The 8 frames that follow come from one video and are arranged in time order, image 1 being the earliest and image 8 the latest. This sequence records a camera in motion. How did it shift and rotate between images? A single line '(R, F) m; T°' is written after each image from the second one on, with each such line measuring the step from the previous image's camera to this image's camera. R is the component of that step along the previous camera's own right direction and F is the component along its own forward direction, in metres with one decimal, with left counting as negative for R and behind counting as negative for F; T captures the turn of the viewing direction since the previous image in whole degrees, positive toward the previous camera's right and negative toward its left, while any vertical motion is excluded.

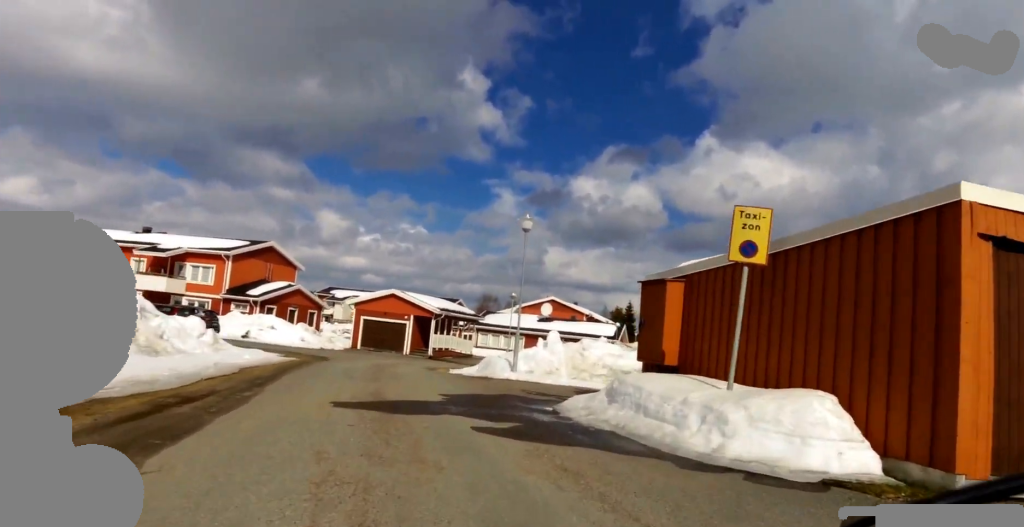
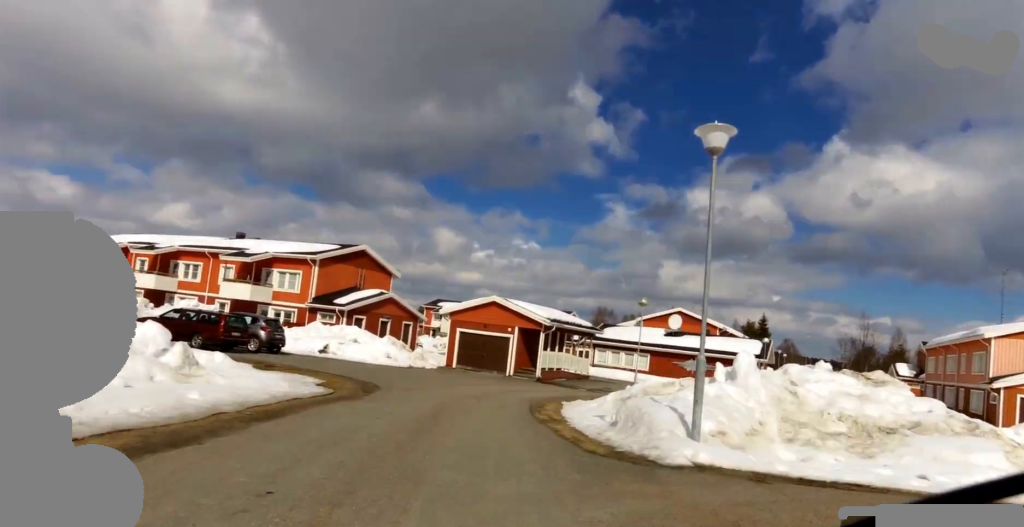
(-1.0, +6.8) m; -7°
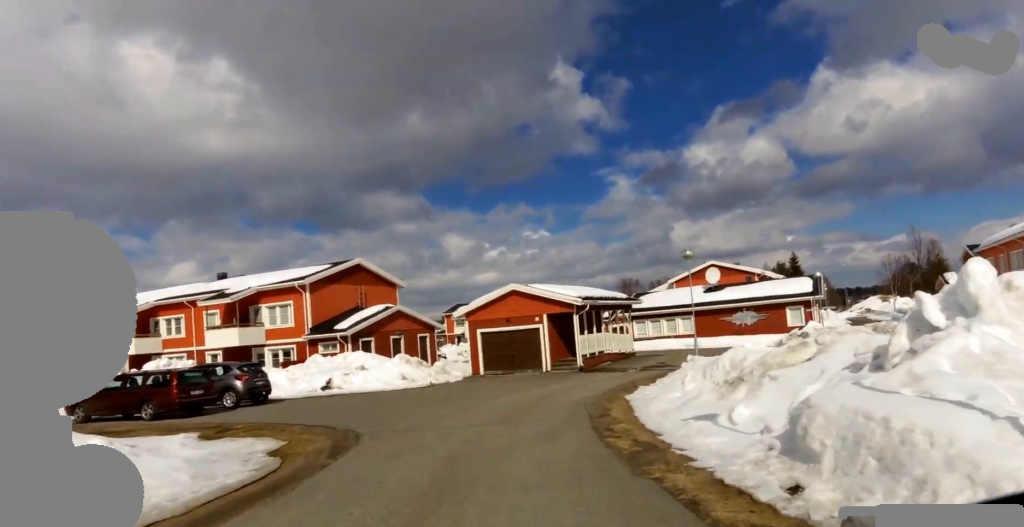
(-0.1, +4.6) m; +3°
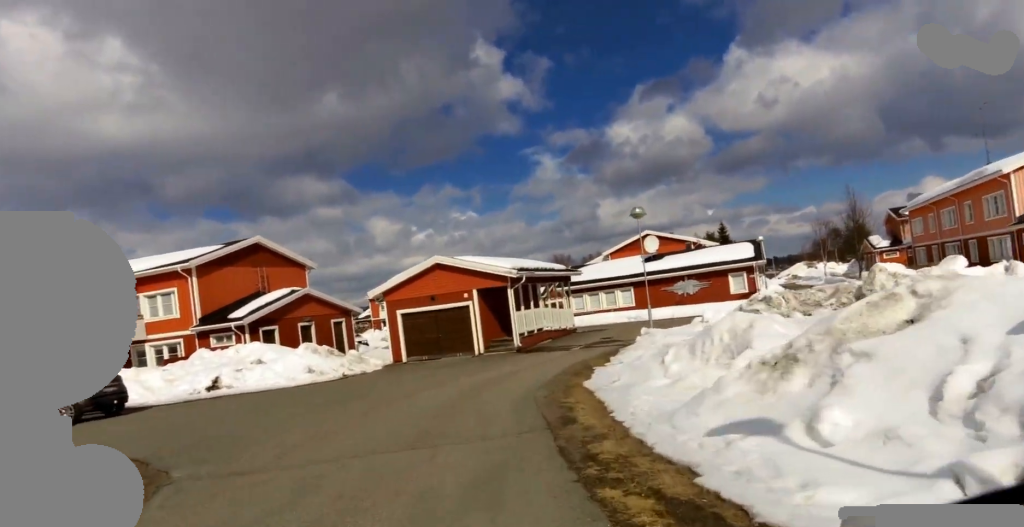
(+0.2, +3.5) m; +3°
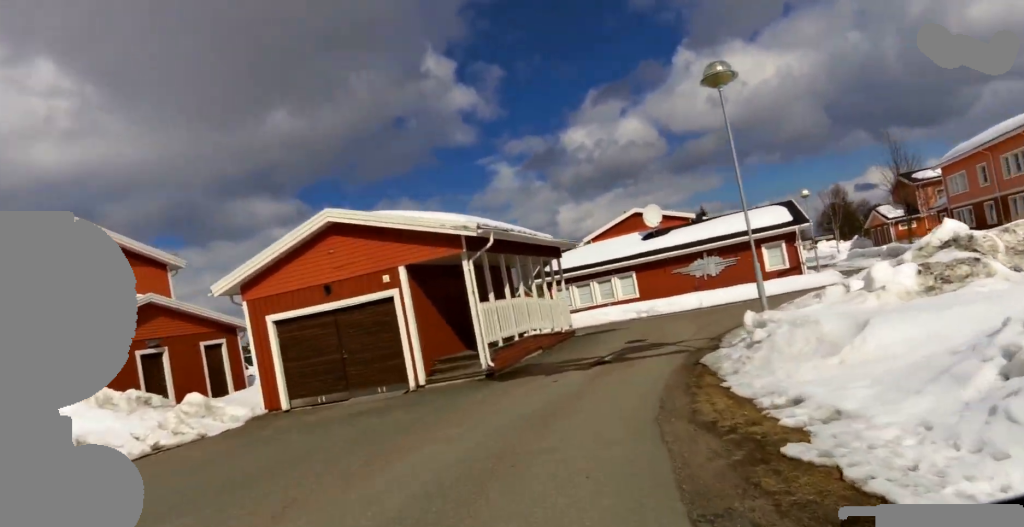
(+0.6, +10.4) m; +8°
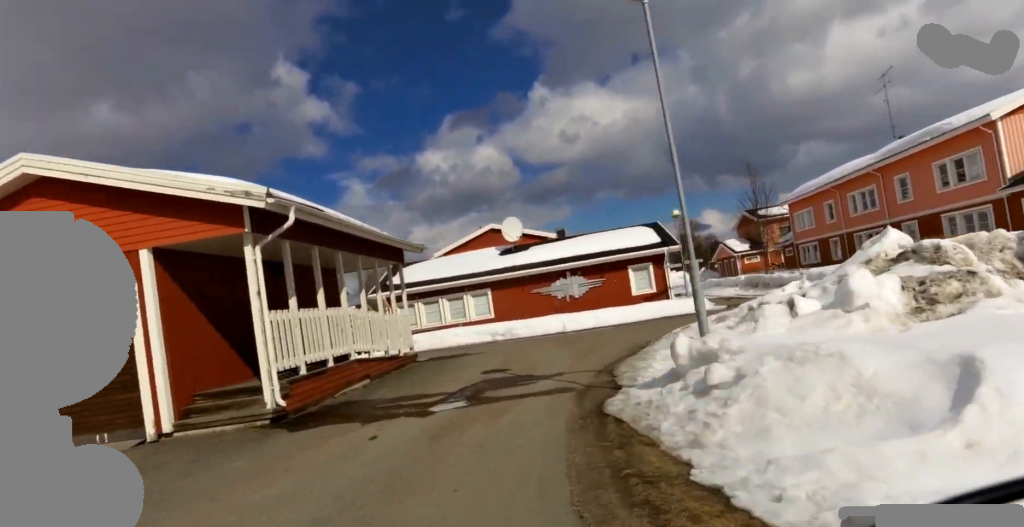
(+0.3, +3.5) m; +4°
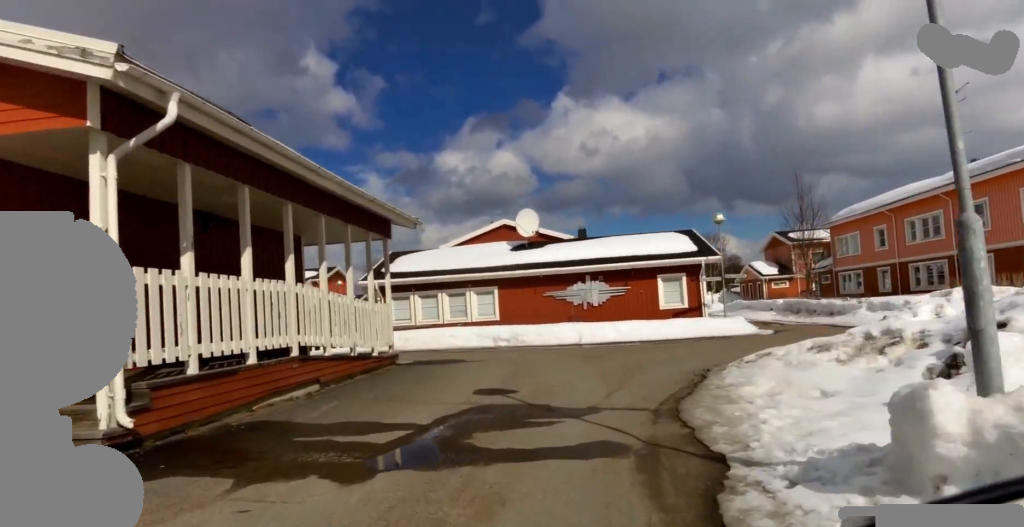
(+0.1, +3.3) m; +1°
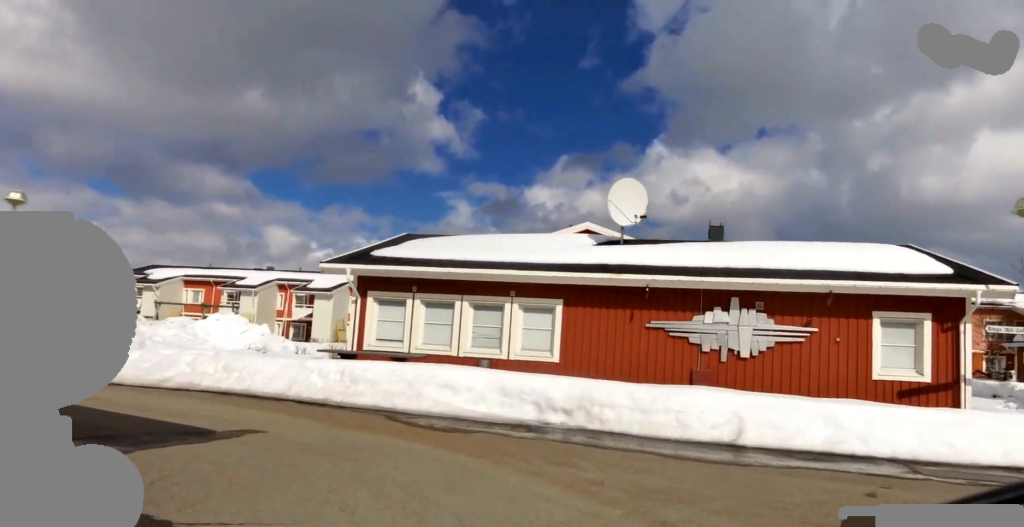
(-1.6, +10.5) m; -29°
